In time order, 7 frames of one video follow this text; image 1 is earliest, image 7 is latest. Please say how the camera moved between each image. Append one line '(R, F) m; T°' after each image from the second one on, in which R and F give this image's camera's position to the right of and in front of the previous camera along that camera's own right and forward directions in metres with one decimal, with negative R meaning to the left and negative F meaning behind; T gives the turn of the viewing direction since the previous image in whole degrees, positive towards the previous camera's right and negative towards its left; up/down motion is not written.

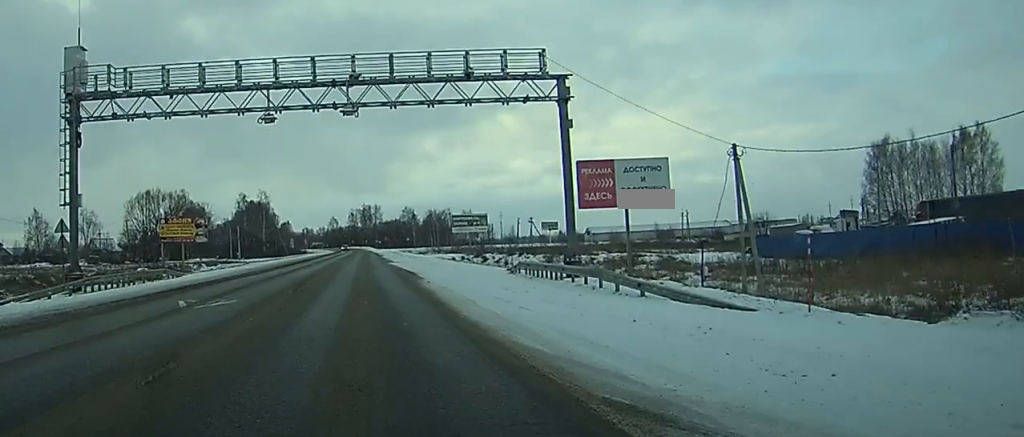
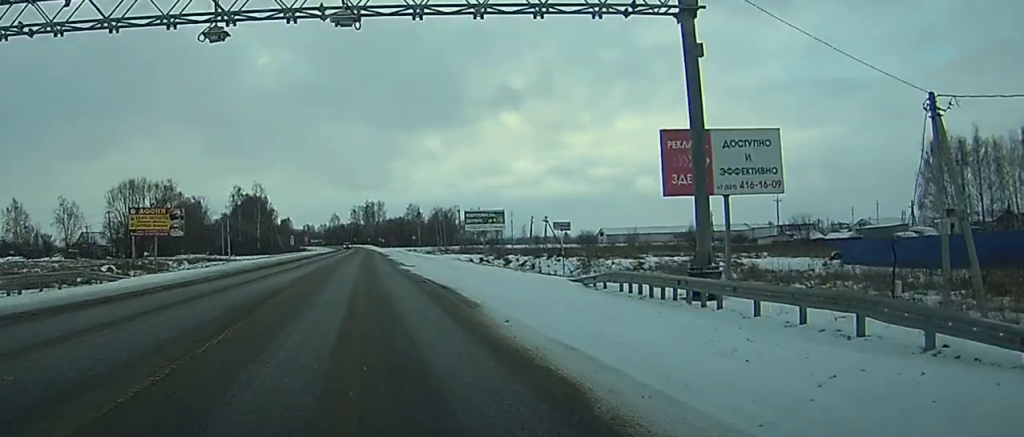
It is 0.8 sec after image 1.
(0.0, +15.6) m; 0°
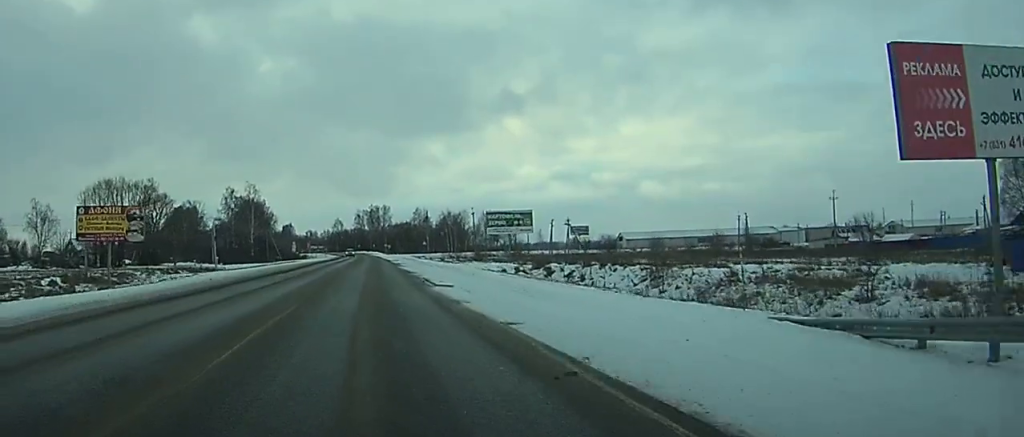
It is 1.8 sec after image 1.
(-0.1, +18.8) m; 0°
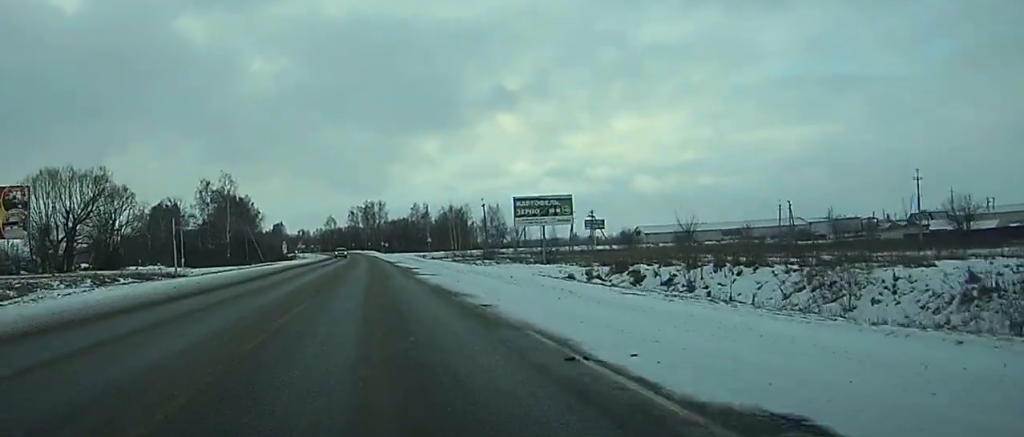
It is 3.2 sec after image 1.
(0.0, +25.3) m; 0°
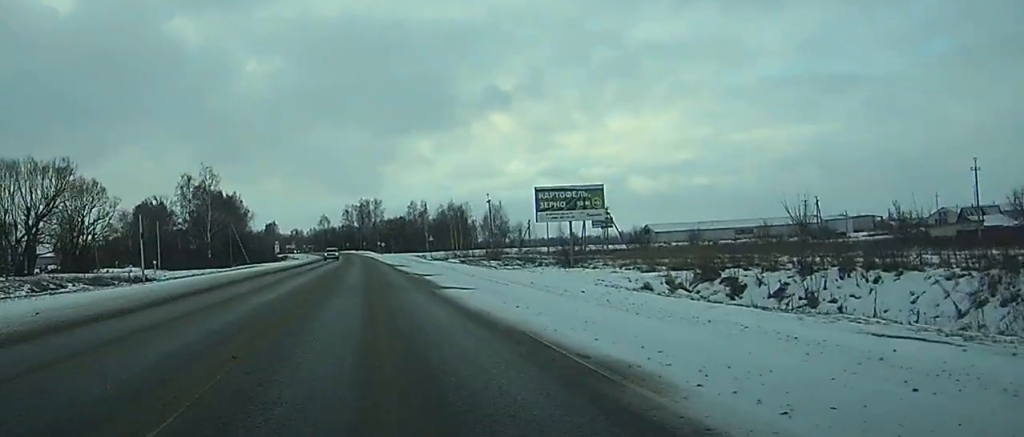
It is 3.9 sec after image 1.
(0.0, +14.0) m; 0°
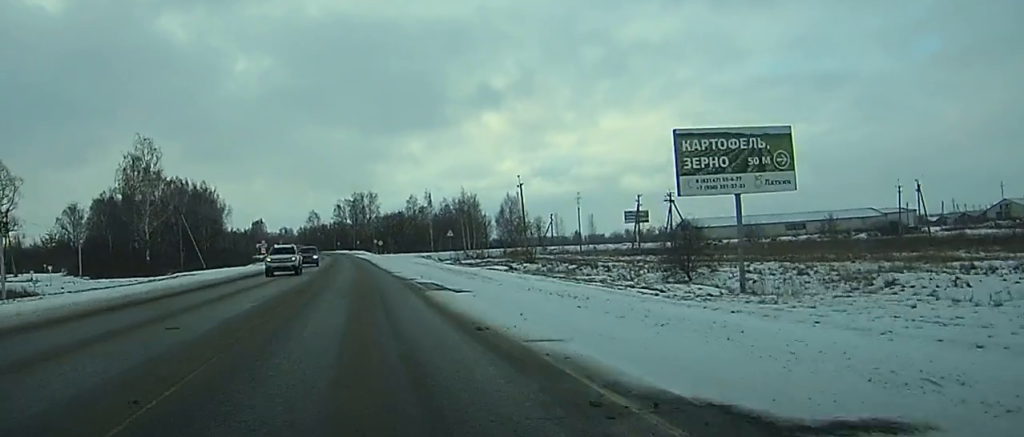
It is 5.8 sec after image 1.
(+0.4, +36.4) m; +1°
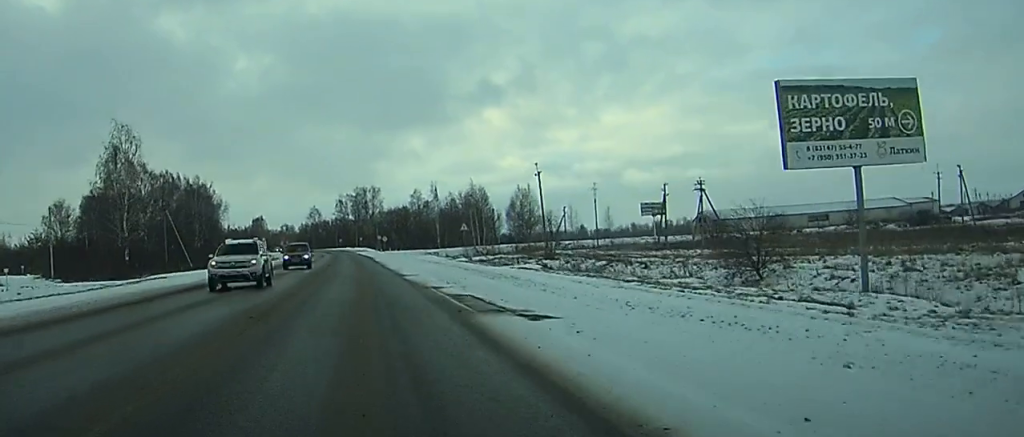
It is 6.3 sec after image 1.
(0.0, +10.5) m; 0°
